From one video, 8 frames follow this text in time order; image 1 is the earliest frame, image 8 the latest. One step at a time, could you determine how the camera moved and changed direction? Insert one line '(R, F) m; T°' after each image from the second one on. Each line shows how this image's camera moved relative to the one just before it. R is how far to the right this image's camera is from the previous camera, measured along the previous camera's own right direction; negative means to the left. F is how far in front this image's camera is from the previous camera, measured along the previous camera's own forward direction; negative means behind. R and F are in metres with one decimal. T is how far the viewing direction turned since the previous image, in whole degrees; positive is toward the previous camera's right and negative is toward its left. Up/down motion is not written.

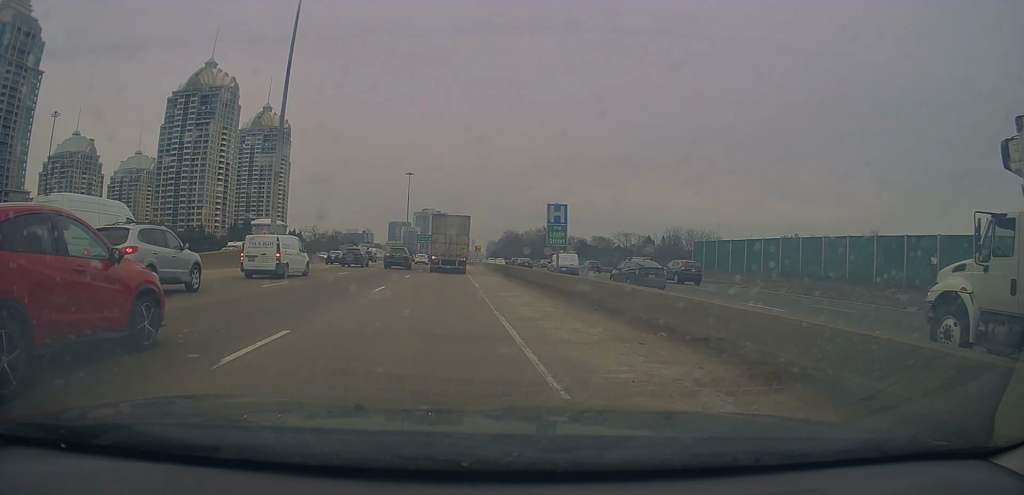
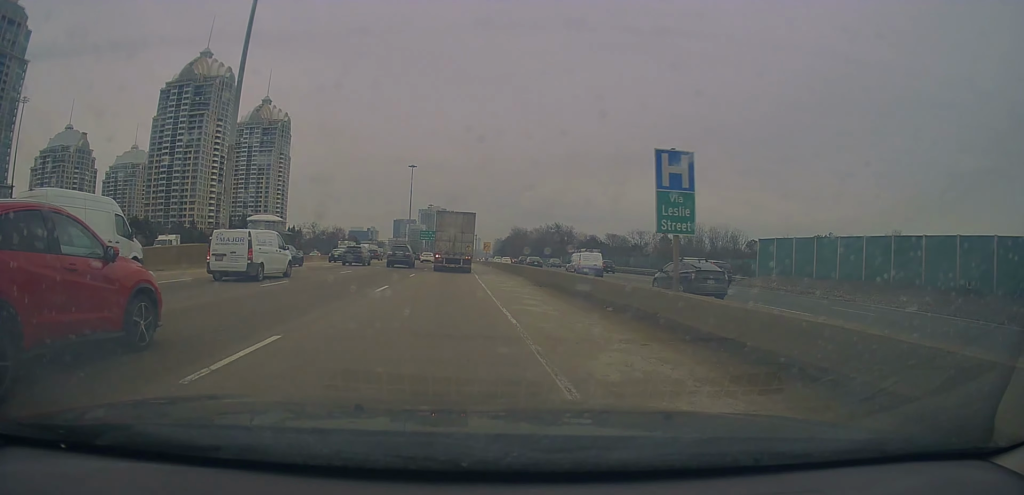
(-0.2, +13.9) m; 0°
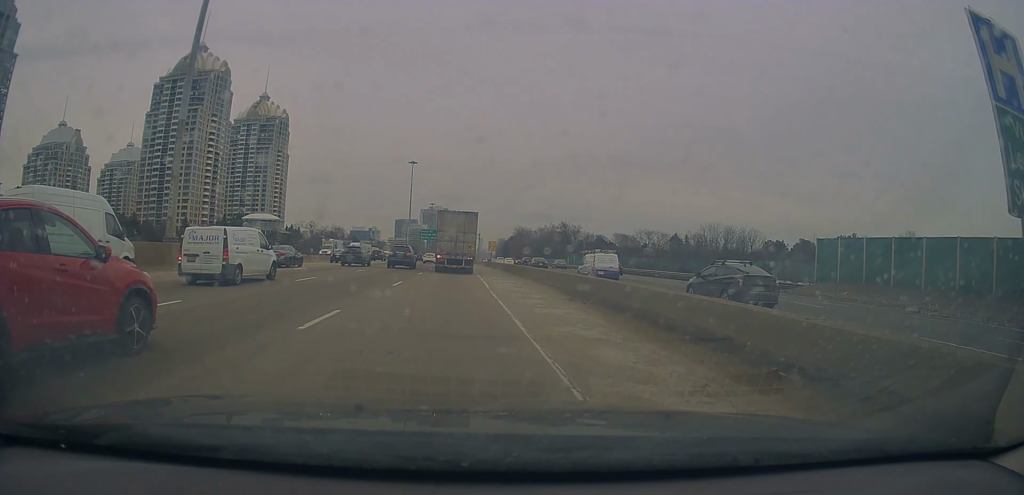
(0.0, +8.7) m; +1°
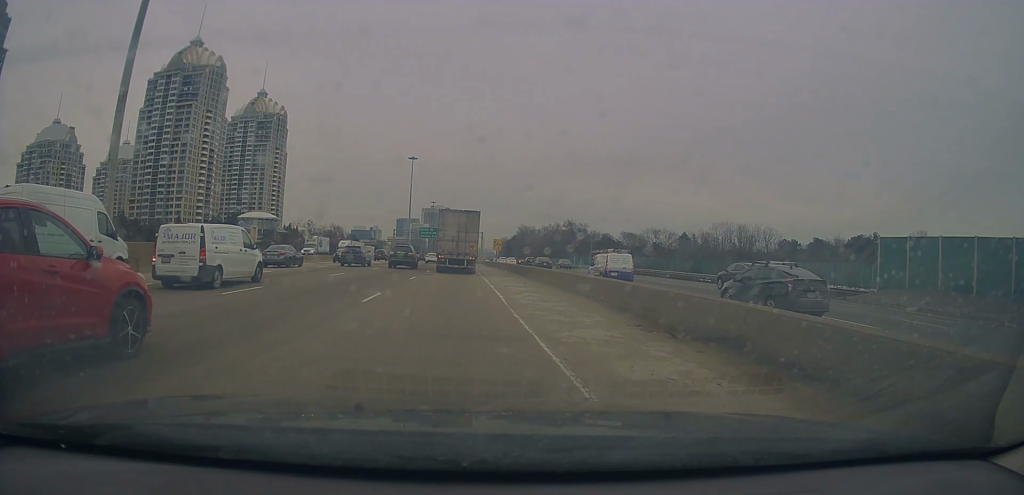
(+0.2, +7.1) m; +1°
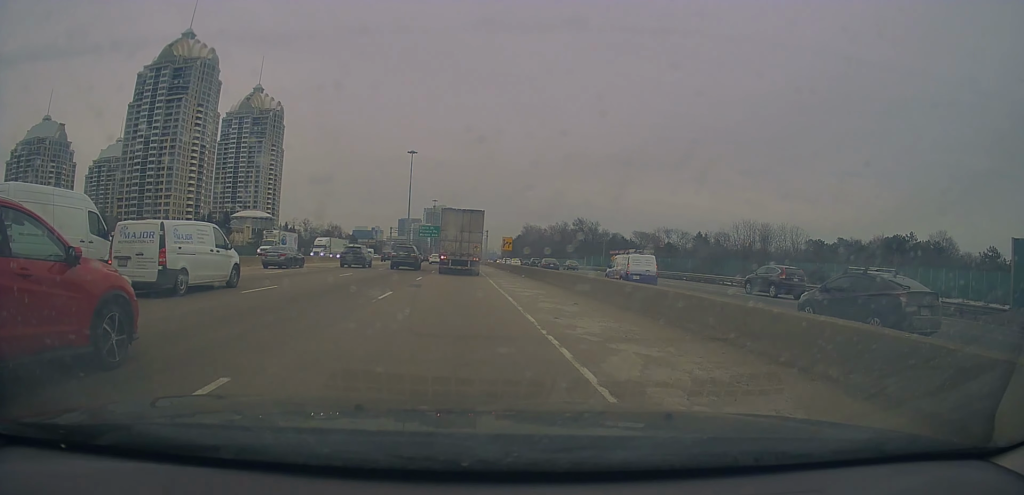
(+0.1, +10.2) m; 0°
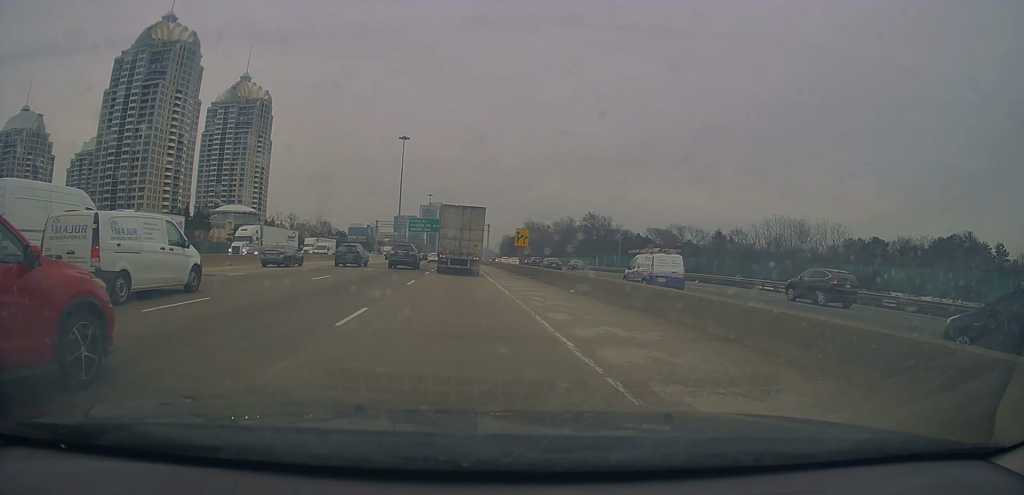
(-0.3, +14.9) m; -1°
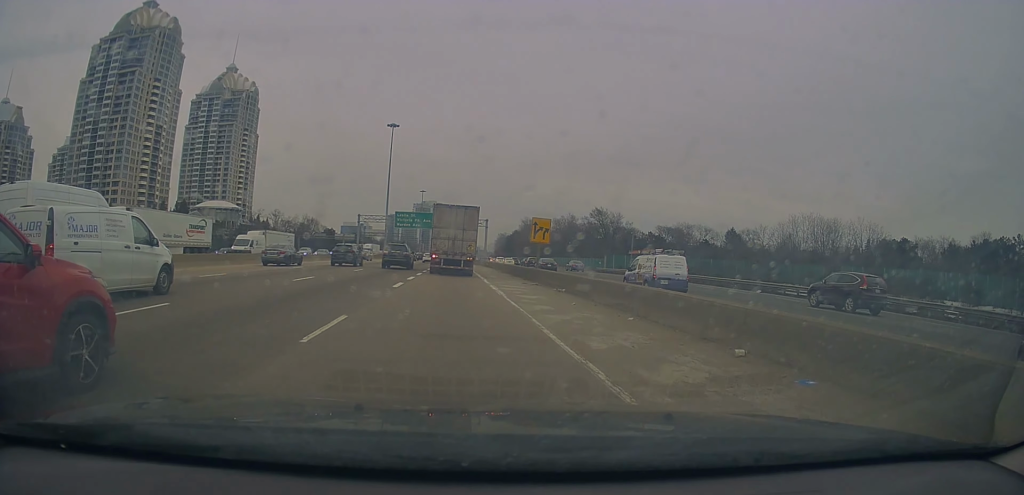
(+0.1, +13.8) m; +1°
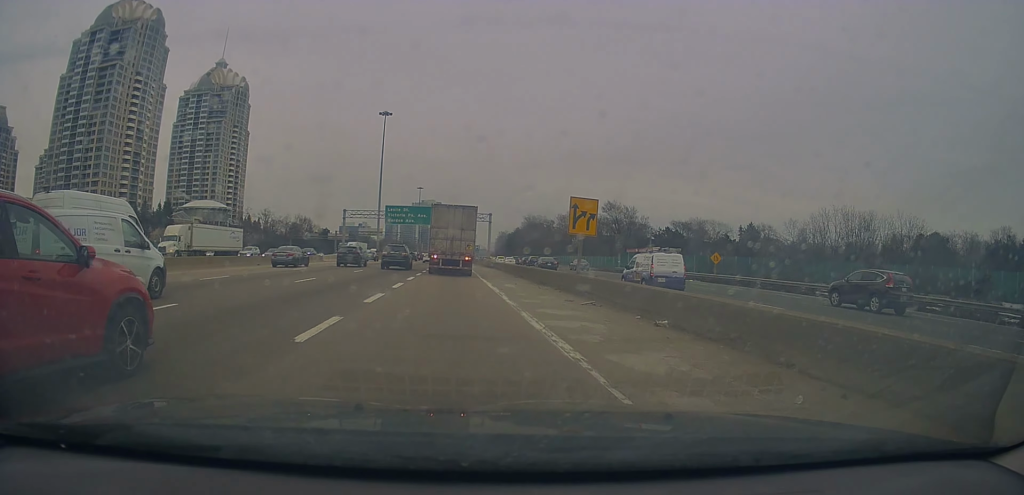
(+0.1, +11.6) m; +1°
